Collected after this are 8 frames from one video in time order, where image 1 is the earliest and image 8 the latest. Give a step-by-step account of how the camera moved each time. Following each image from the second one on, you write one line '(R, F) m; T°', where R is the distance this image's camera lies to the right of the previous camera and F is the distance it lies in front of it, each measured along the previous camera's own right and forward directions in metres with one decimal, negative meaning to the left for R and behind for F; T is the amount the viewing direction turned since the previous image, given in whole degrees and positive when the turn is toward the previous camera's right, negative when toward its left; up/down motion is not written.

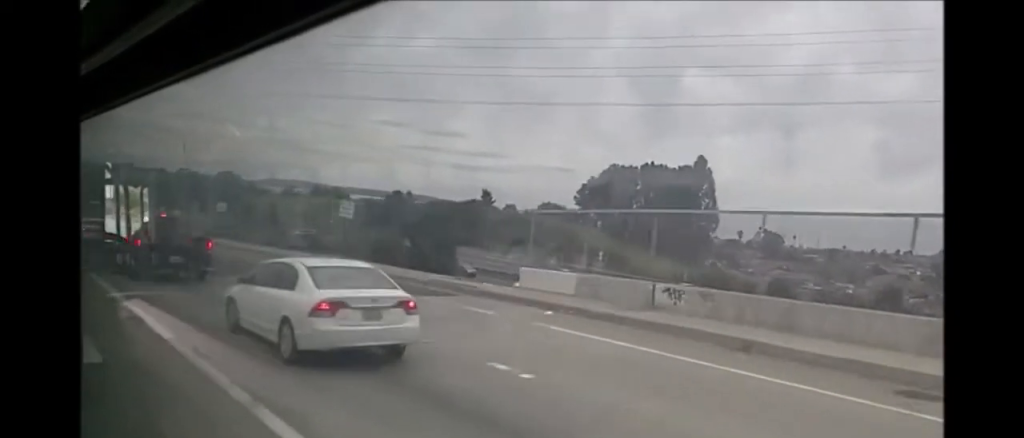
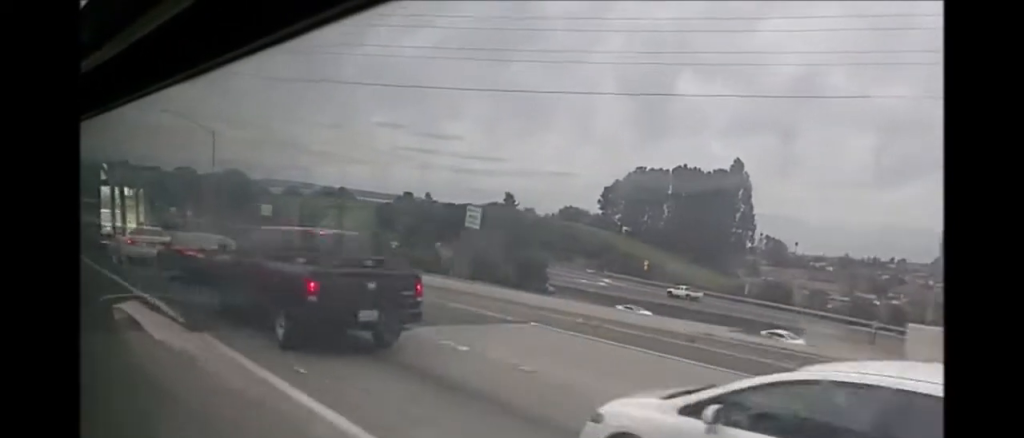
(0.0, +12.7) m; 0°
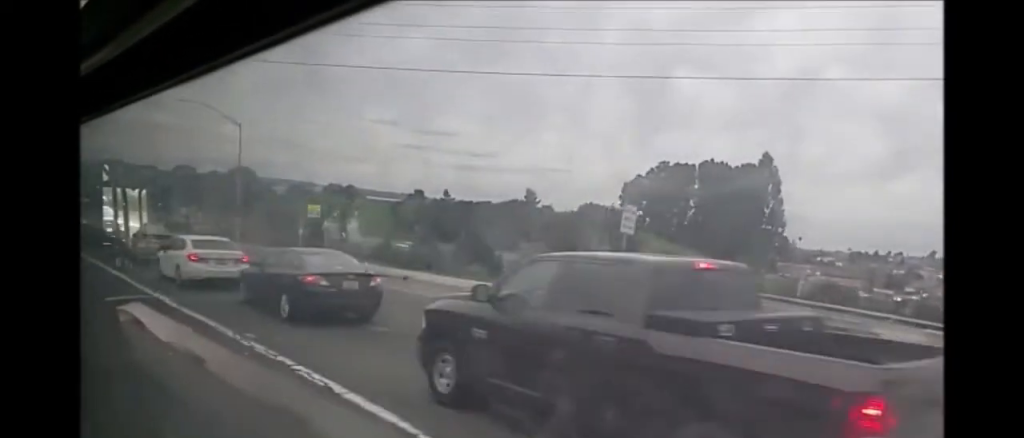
(0.0, +7.7) m; 0°
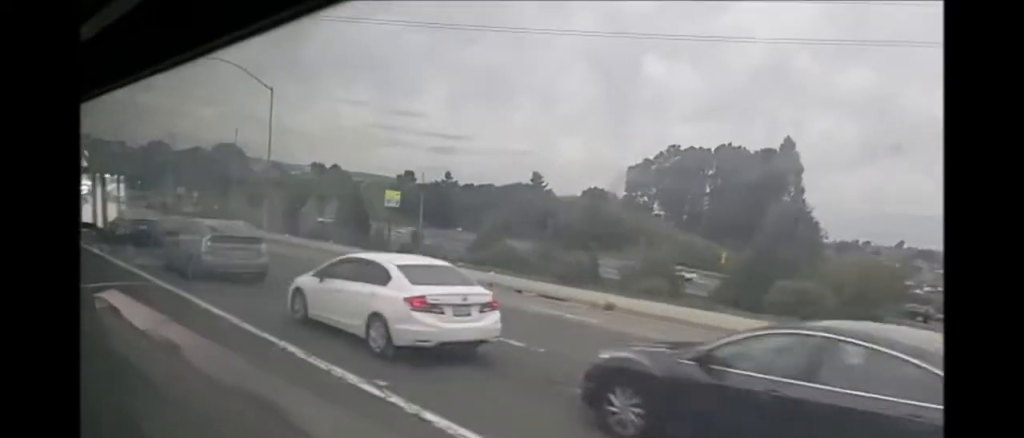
(0.0, +12.6) m; 0°
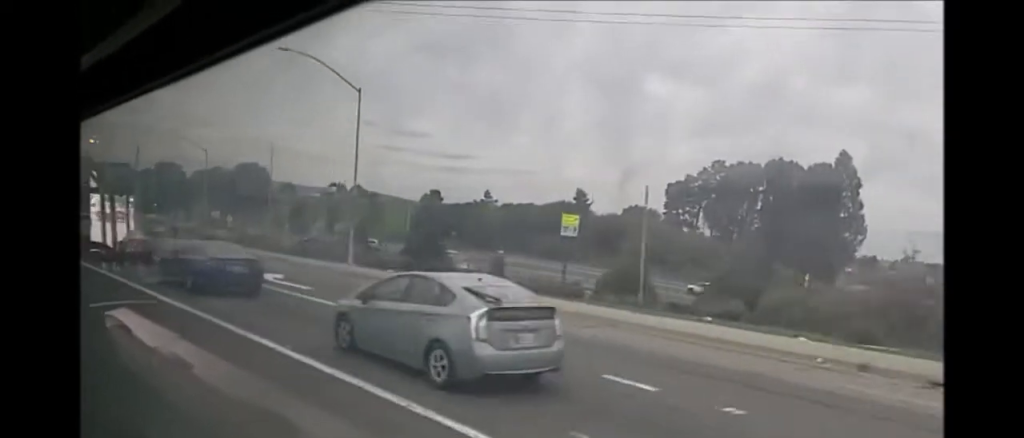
(0.0, +10.4) m; 0°
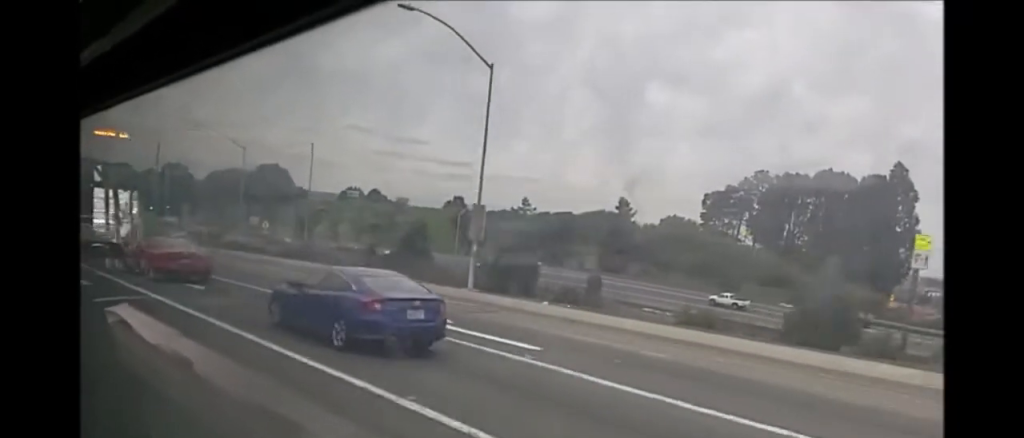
(0.0, +10.5) m; +2°
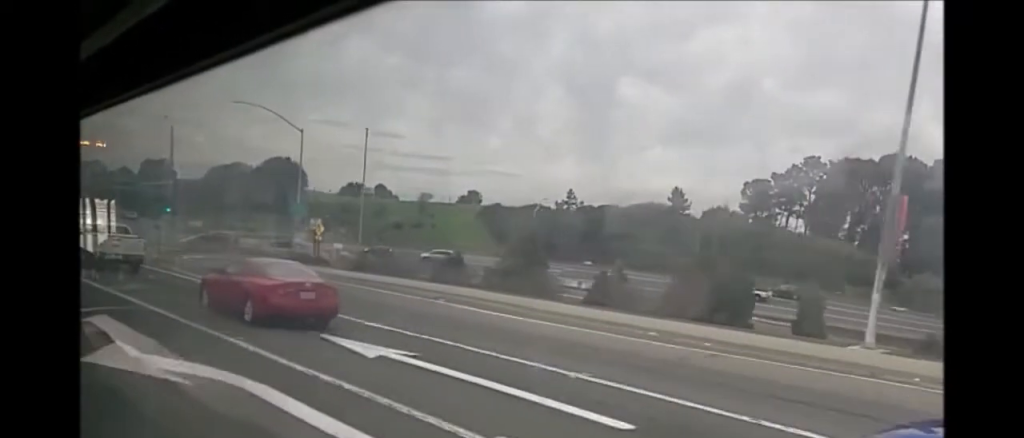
(+0.6, +15.9) m; +1°
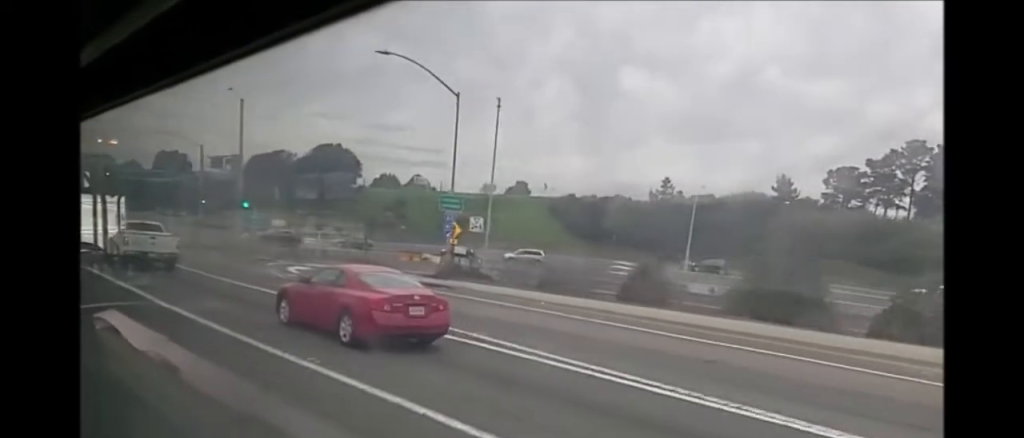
(-0.4, +16.4) m; 0°
